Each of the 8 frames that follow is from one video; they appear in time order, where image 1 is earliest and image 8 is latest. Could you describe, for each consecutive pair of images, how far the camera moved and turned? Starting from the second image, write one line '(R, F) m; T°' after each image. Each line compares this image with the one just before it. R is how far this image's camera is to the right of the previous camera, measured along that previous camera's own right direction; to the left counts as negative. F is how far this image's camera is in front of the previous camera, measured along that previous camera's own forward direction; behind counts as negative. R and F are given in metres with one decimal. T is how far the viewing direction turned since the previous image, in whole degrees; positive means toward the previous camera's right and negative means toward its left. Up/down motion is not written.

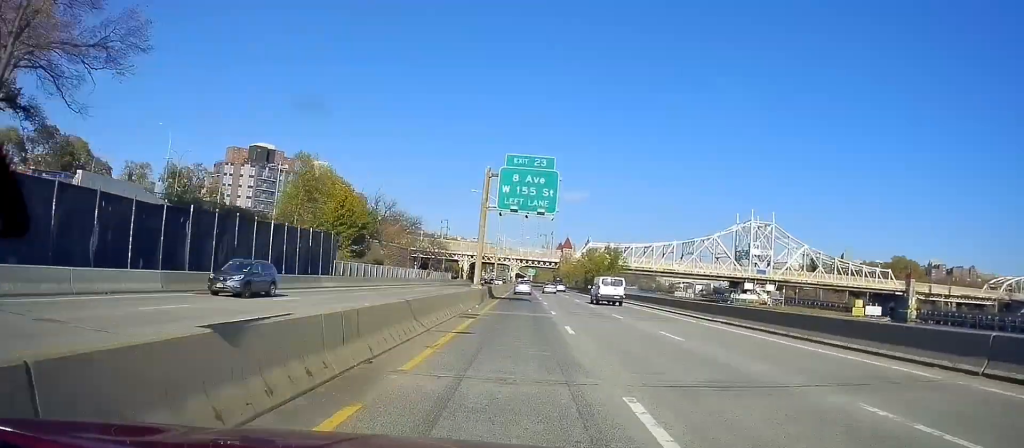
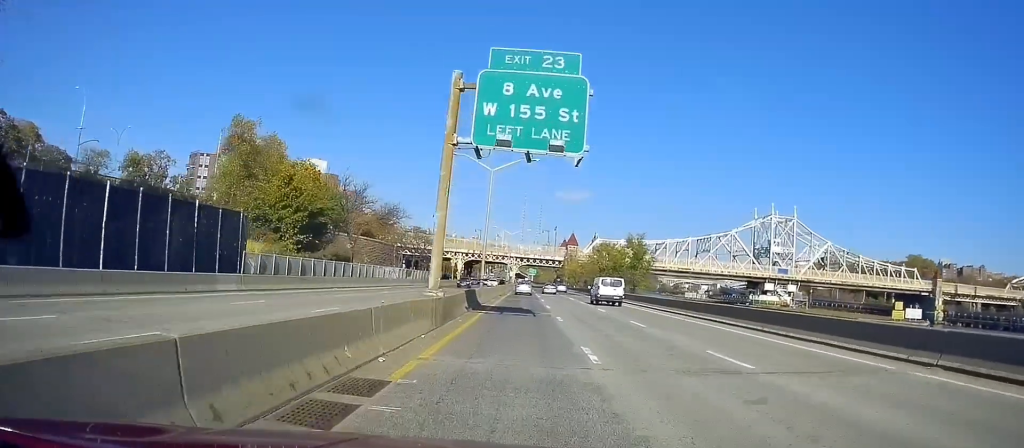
(0.0, +16.2) m; 0°
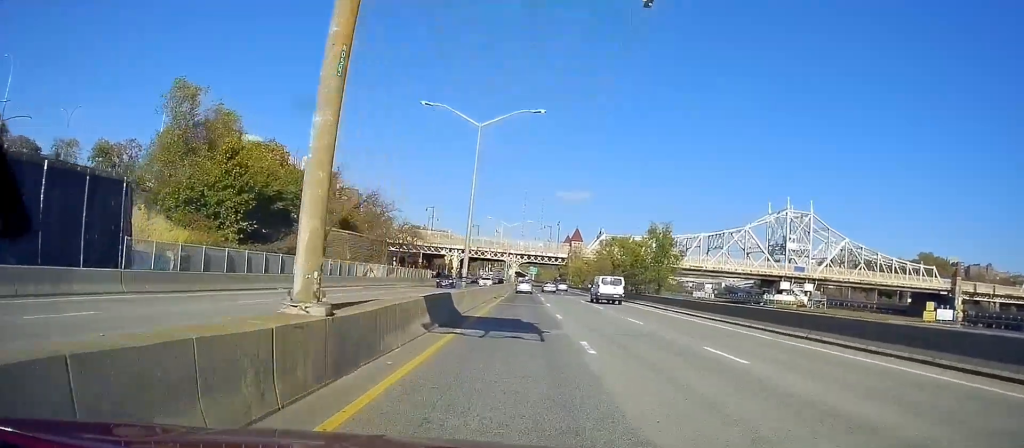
(0.0, +10.9) m; -1°
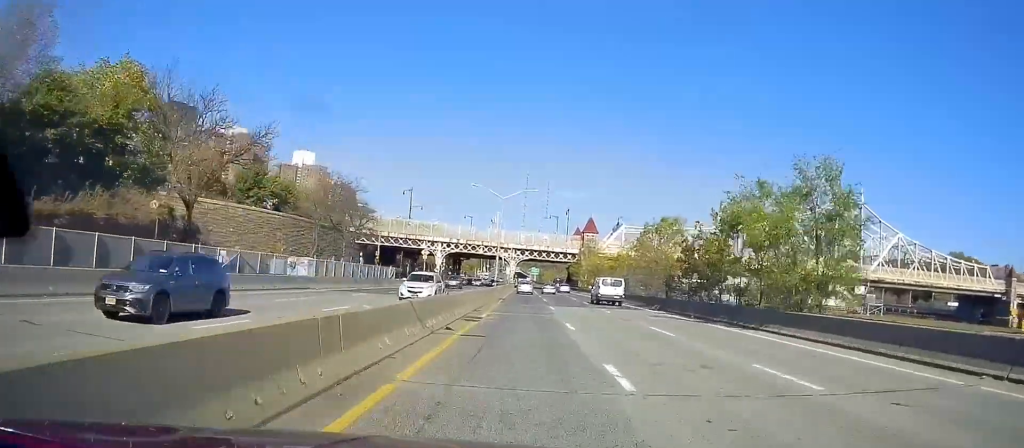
(-0.4, +28.3) m; 0°
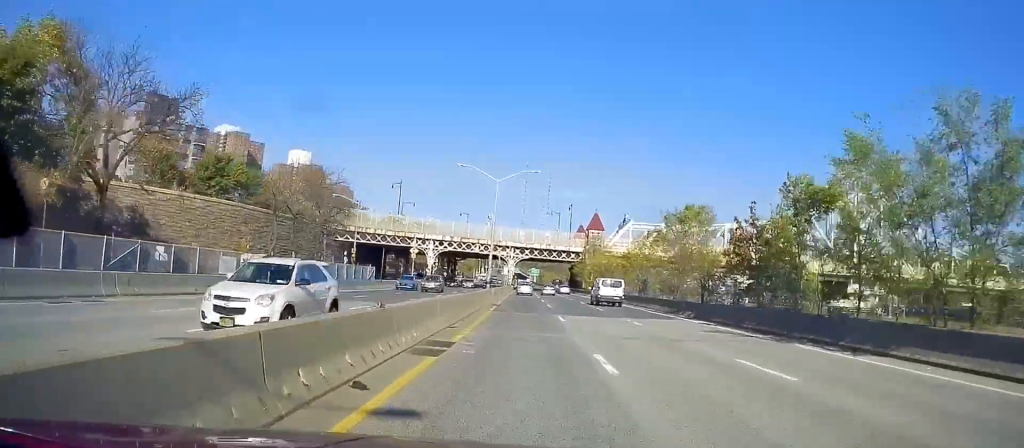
(0.0, +9.4) m; 0°
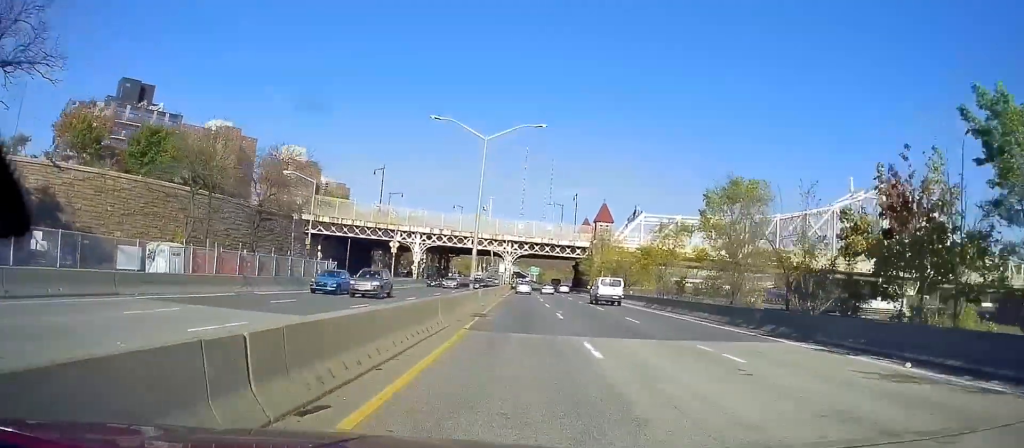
(+0.2, +12.5) m; 0°
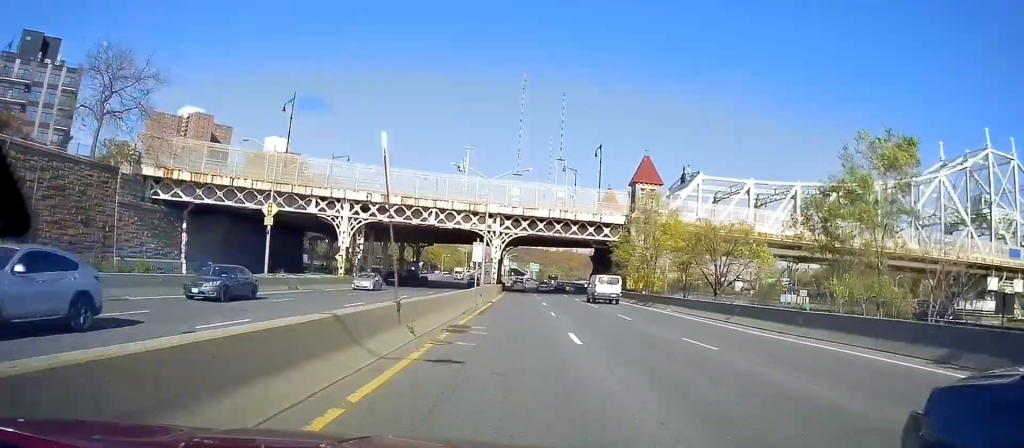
(+0.1, +36.1) m; +1°
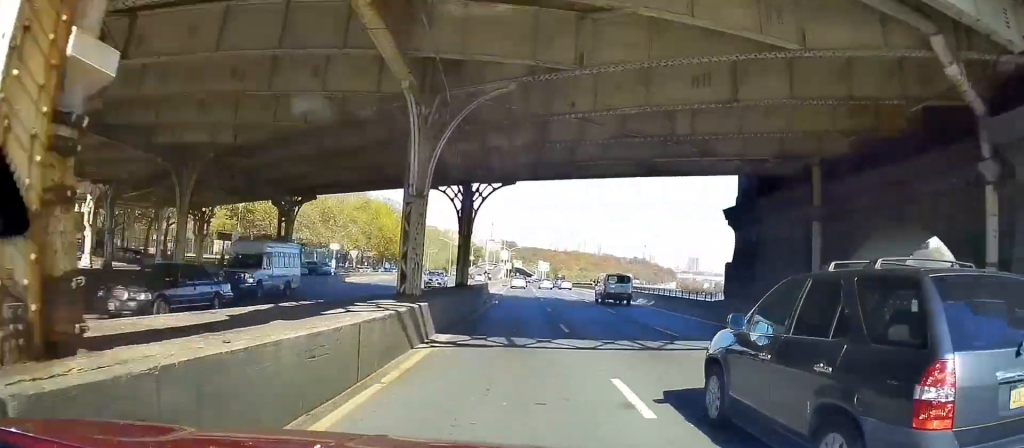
(-0.3, +56.7) m; 0°
